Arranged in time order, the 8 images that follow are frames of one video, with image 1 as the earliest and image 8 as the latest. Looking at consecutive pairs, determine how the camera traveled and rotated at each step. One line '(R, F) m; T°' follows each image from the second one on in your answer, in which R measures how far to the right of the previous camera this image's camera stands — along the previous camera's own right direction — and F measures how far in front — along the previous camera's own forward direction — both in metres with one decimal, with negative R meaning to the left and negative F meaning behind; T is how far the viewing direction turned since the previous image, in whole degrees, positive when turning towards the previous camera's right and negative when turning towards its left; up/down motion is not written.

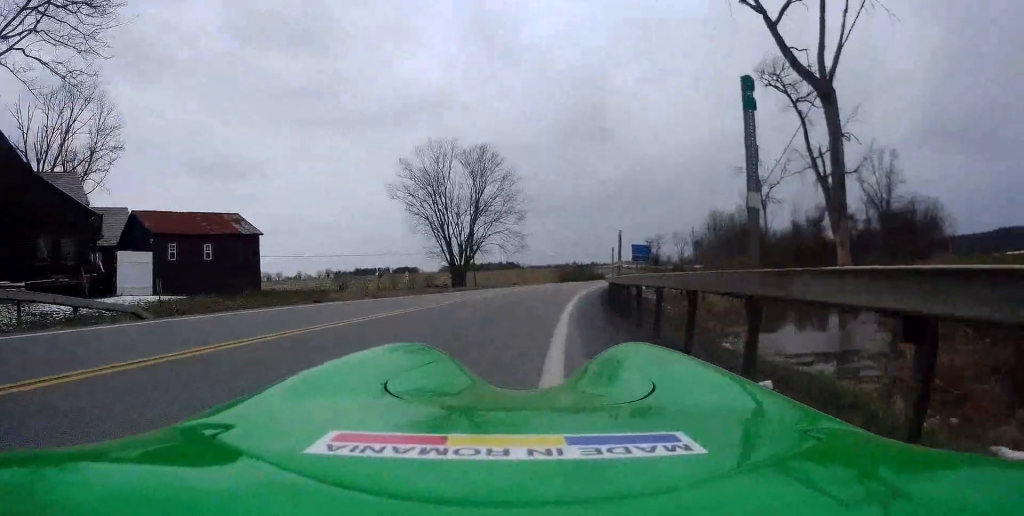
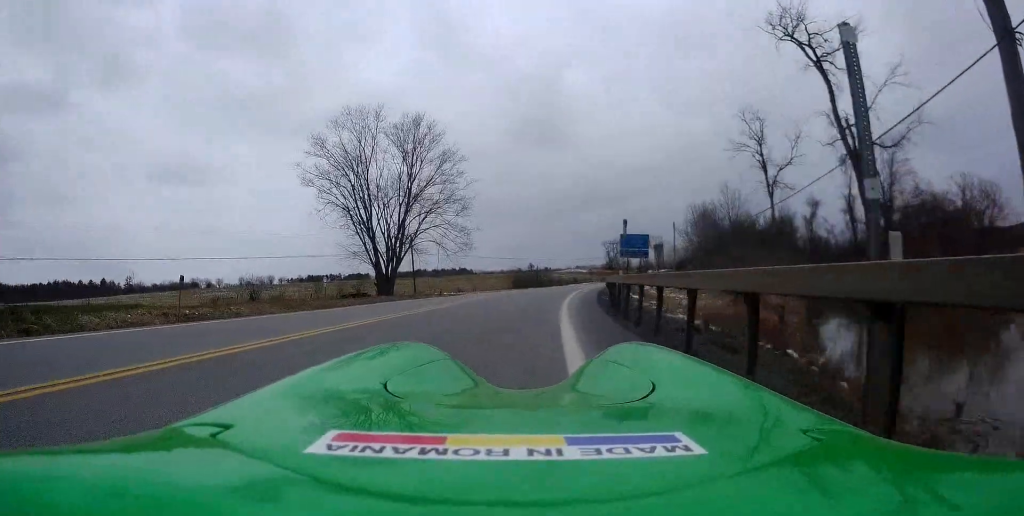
(+1.3, +14.3) m; +8°
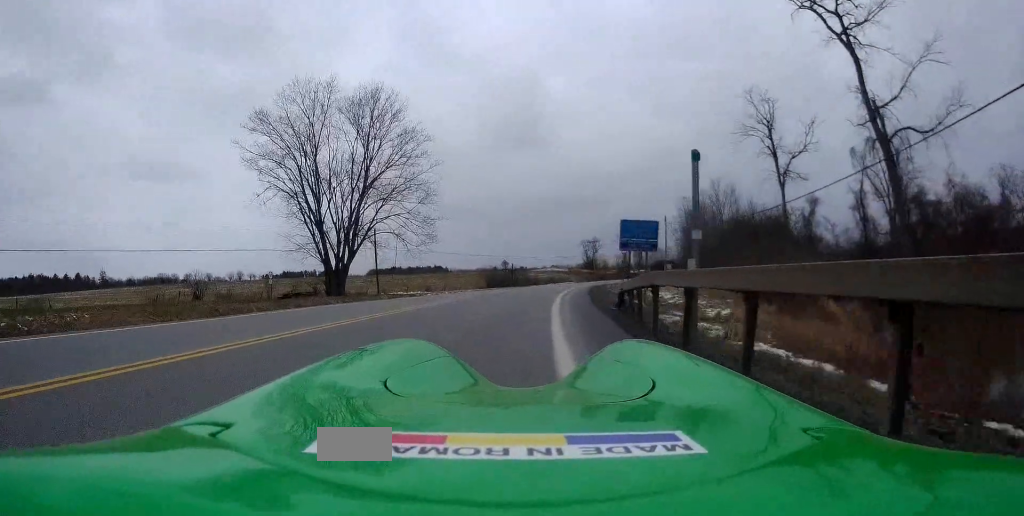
(0.0, +7.3) m; 0°
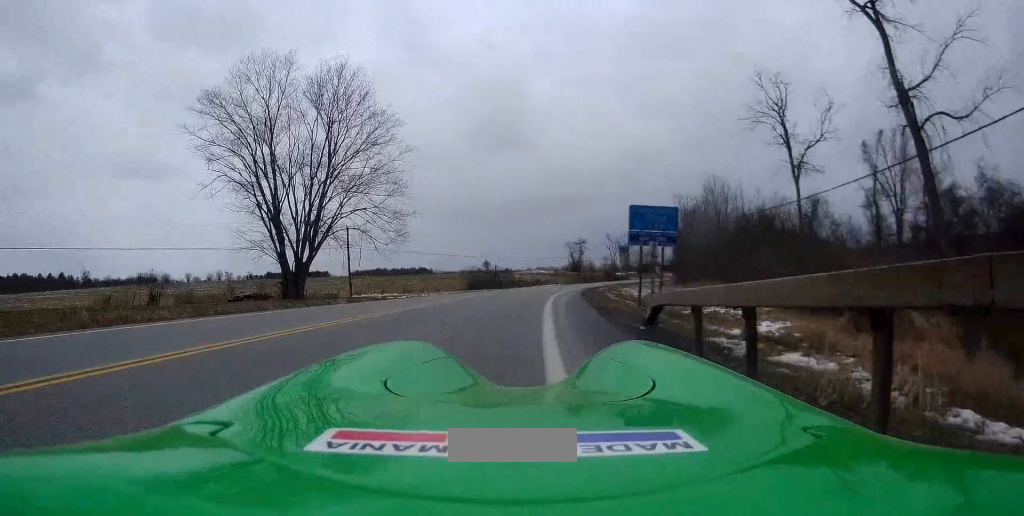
(0.0, +5.6) m; 0°
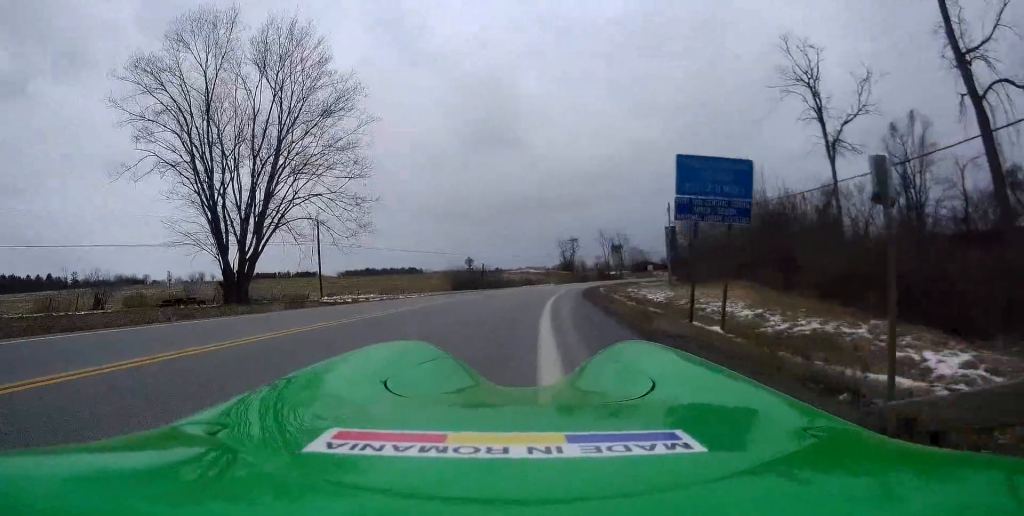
(0.0, +7.3) m; 0°
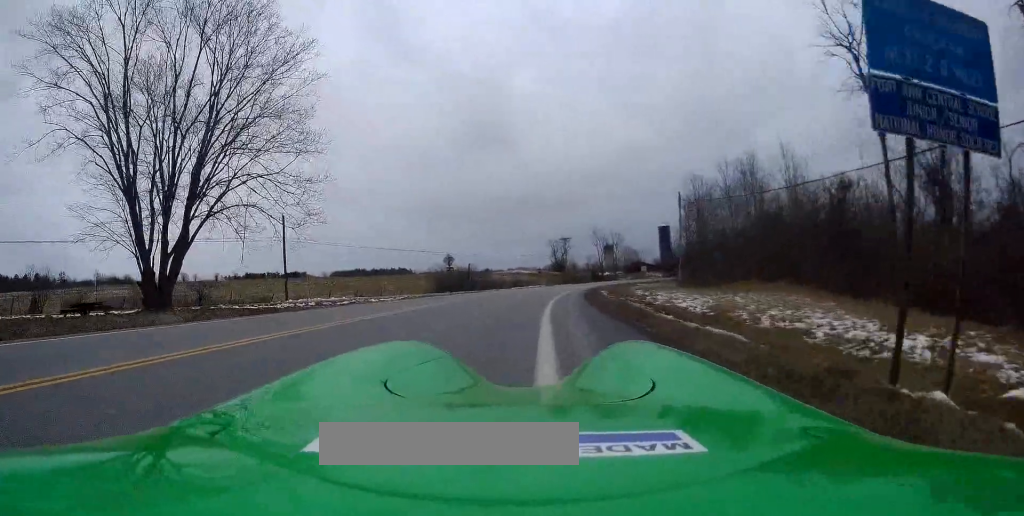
(0.0, +7.2) m; 0°
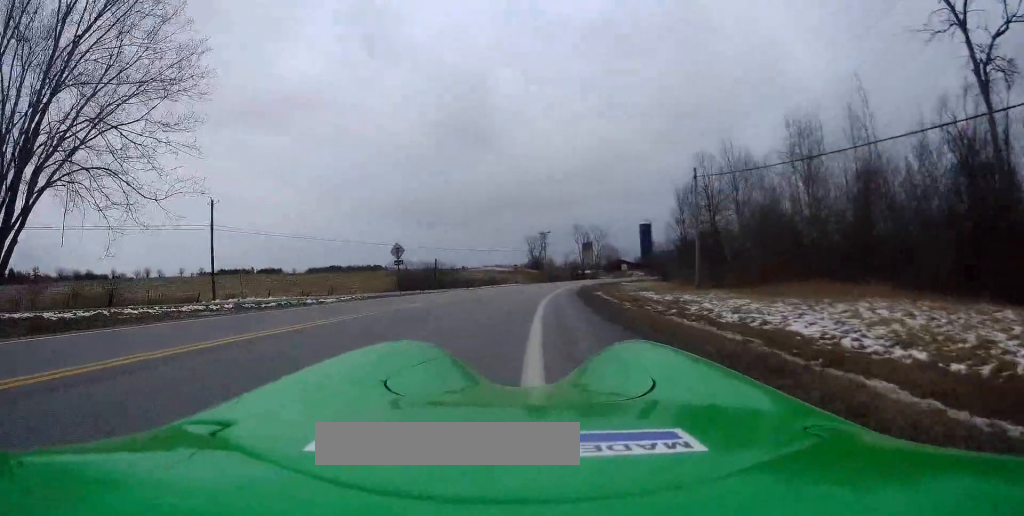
(+0.3, +10.2) m; +5°
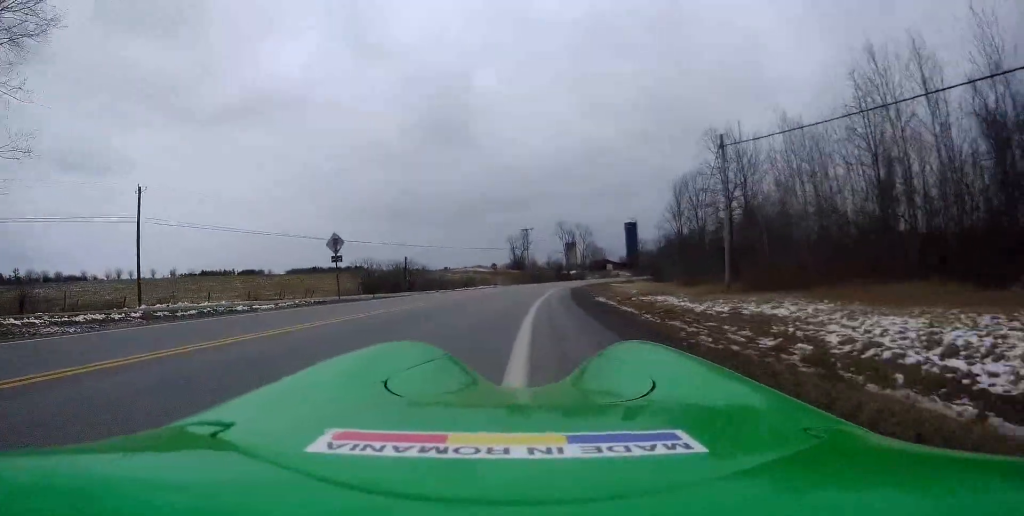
(+0.4, +8.3) m; +5°
